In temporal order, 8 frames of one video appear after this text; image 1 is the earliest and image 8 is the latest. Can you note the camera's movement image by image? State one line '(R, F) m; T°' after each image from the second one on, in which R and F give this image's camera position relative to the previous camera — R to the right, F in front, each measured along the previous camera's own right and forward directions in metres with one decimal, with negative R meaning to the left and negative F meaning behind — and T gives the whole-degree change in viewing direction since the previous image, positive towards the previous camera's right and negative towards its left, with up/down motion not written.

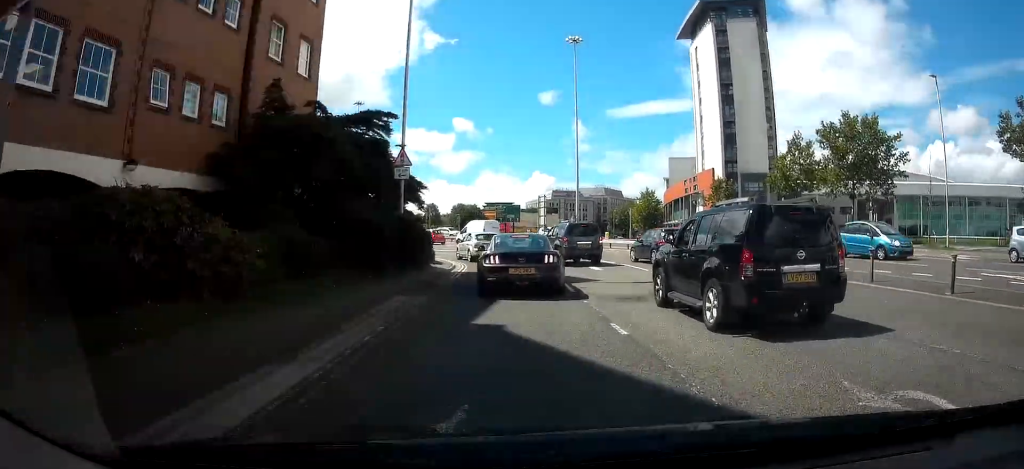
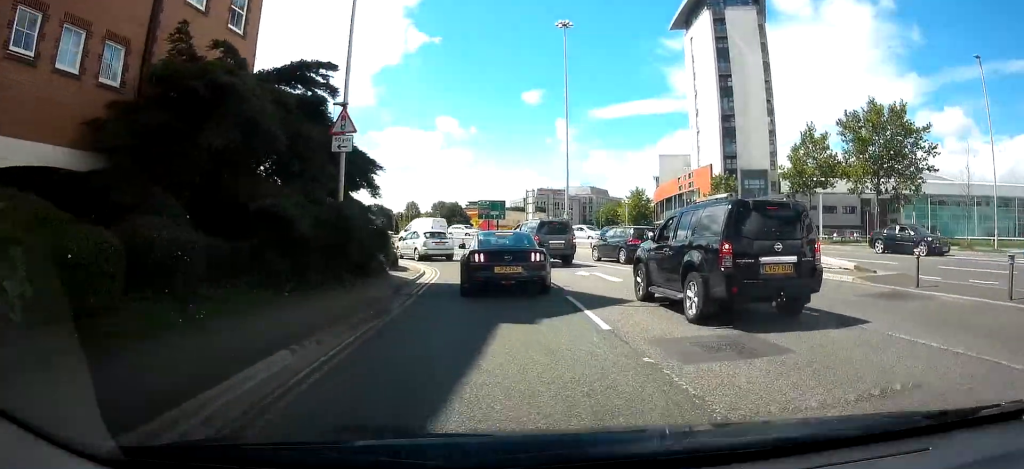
(0.0, +5.8) m; +1°
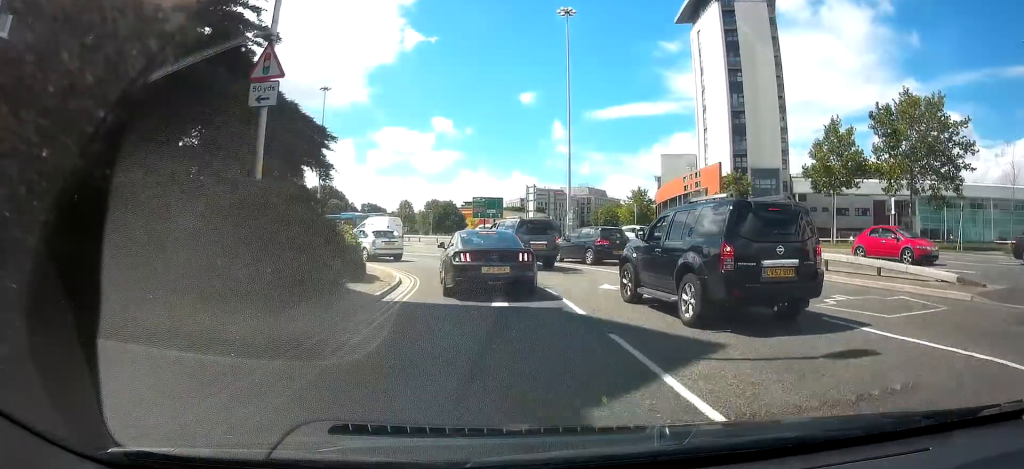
(+0.1, +4.5) m; 0°
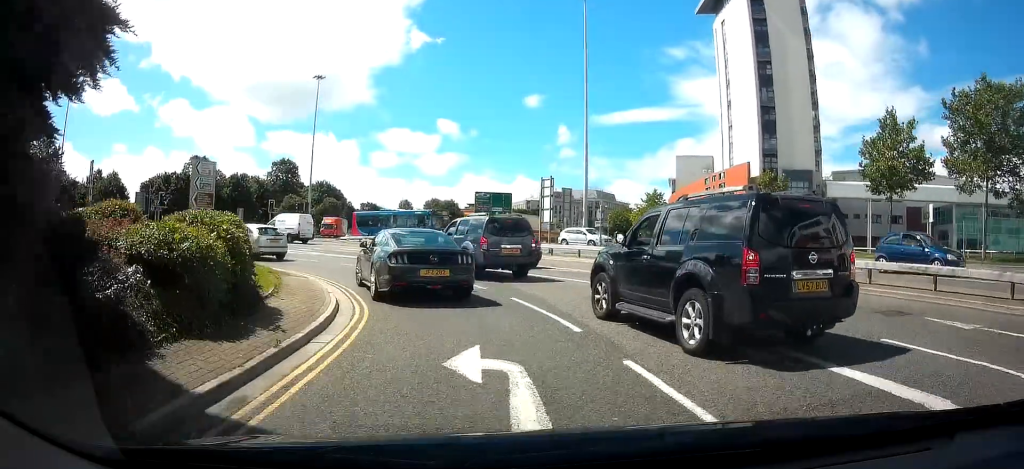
(-0.1, +7.5) m; -4°
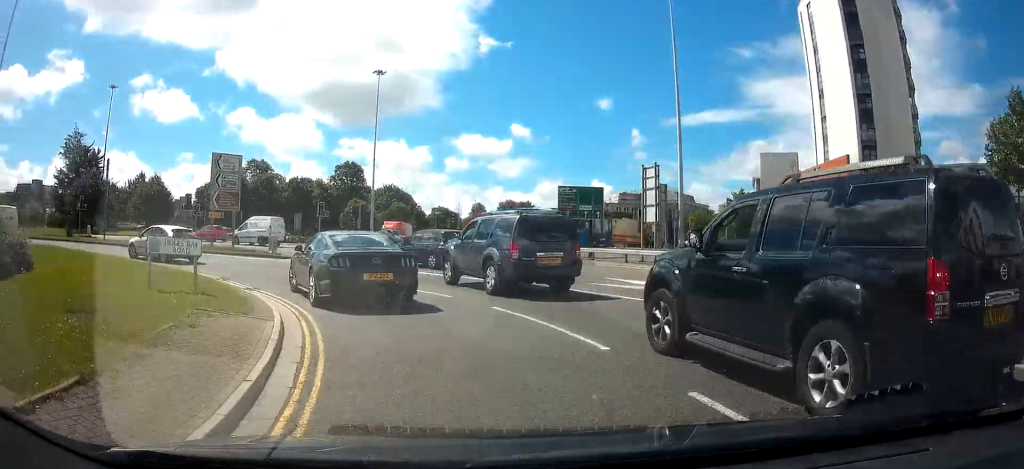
(-0.4, +7.2) m; -9°
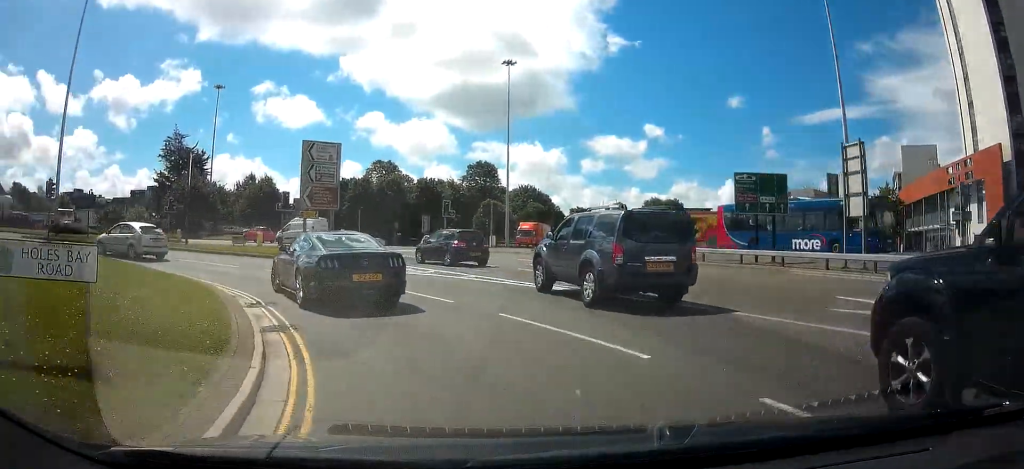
(-0.6, +6.2) m; -13°
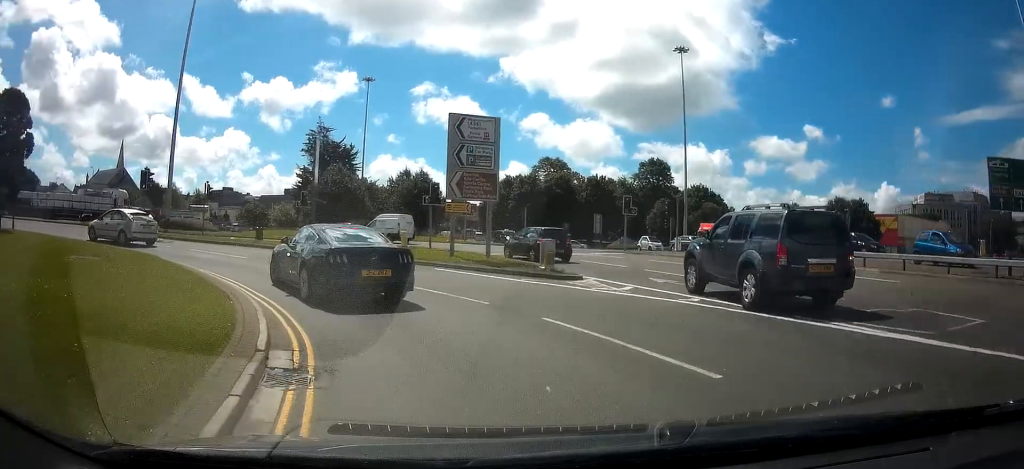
(-0.8, +6.0) m; -14°
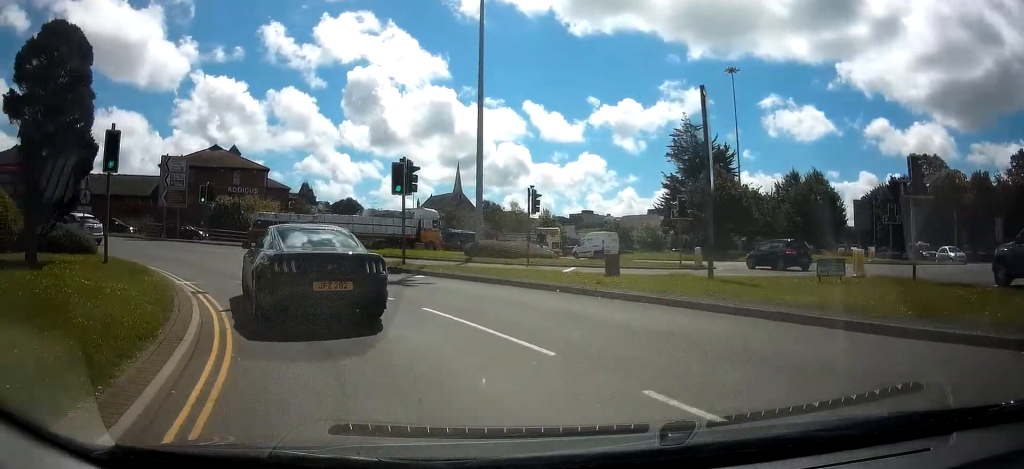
(-3.8, +13.9) m; -29°
